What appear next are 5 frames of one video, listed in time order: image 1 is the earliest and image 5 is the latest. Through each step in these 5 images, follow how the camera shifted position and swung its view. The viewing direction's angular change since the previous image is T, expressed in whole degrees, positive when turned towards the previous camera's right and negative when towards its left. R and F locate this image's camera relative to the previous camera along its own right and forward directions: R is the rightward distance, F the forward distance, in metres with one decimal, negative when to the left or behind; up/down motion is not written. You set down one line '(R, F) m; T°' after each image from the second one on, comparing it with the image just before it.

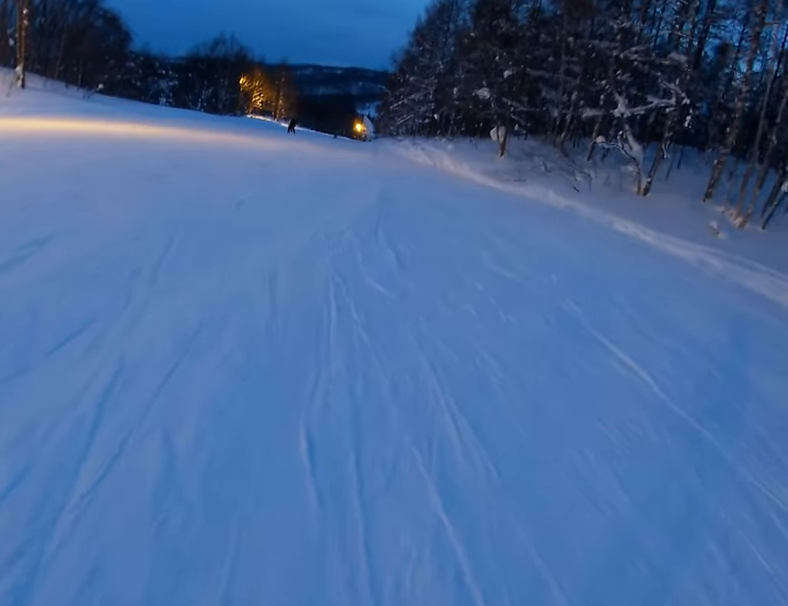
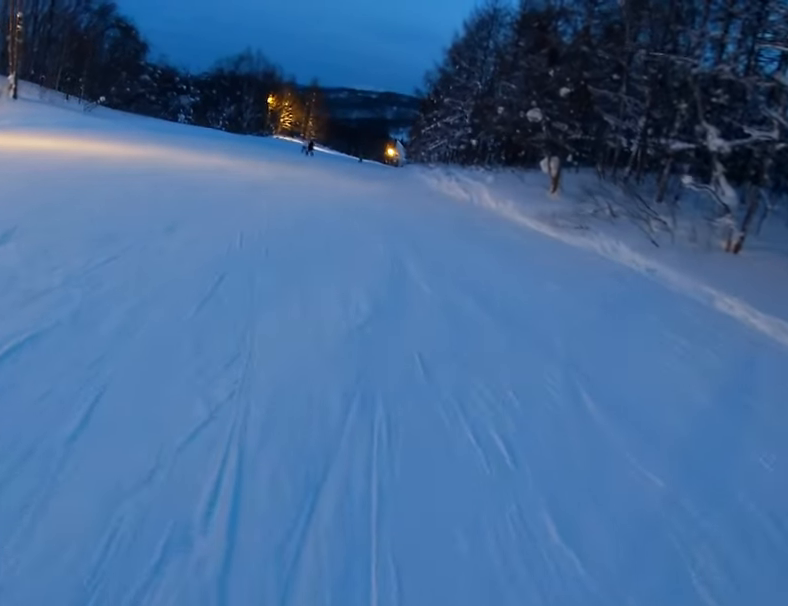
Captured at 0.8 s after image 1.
(+0.6, +5.5) m; 0°
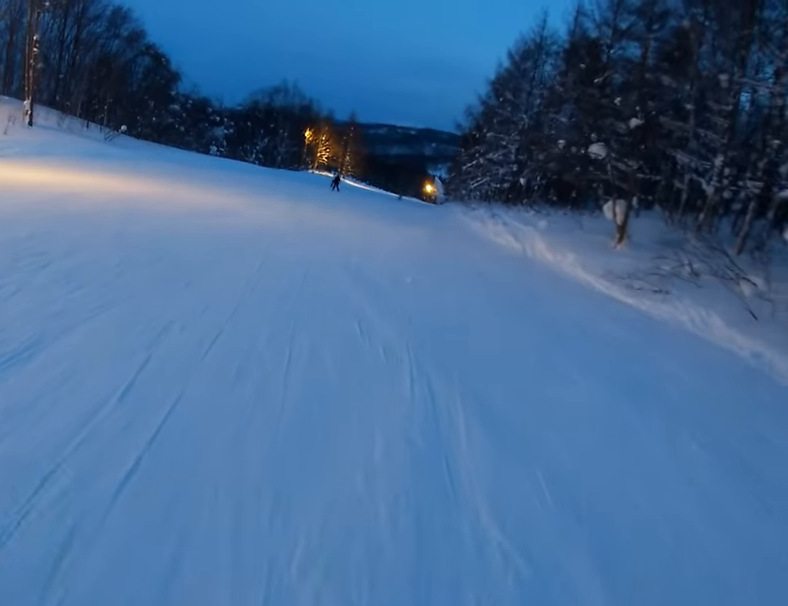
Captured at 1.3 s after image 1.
(+0.8, +3.7) m; -1°
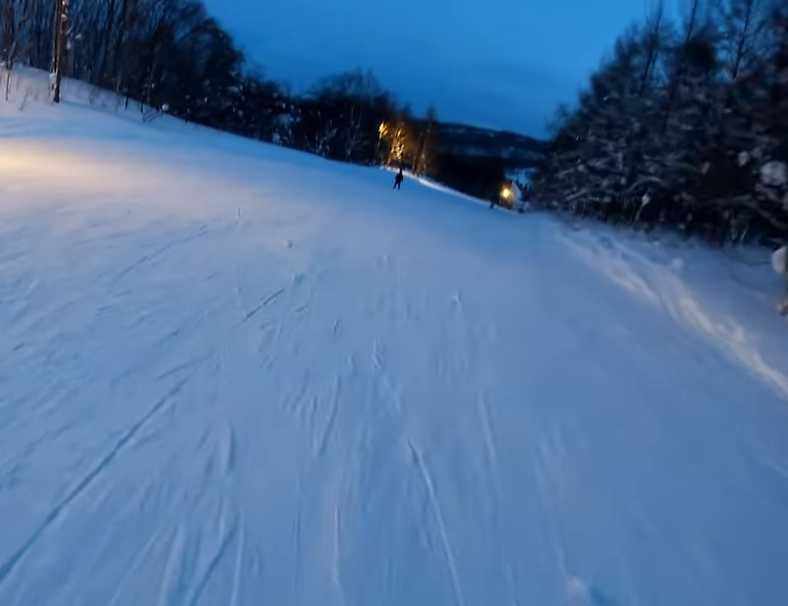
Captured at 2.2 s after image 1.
(-1.5, +6.3) m; -23°
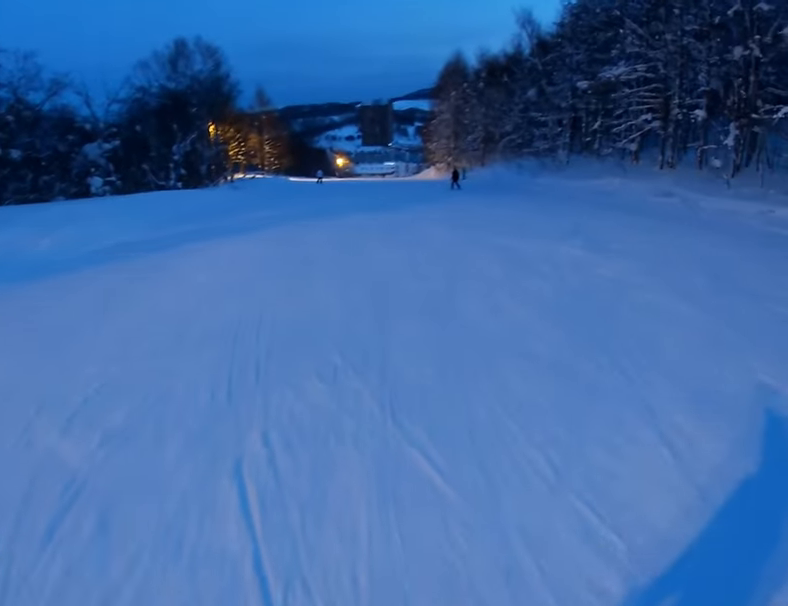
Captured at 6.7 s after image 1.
(-2.5, +28.2) m; +19°
